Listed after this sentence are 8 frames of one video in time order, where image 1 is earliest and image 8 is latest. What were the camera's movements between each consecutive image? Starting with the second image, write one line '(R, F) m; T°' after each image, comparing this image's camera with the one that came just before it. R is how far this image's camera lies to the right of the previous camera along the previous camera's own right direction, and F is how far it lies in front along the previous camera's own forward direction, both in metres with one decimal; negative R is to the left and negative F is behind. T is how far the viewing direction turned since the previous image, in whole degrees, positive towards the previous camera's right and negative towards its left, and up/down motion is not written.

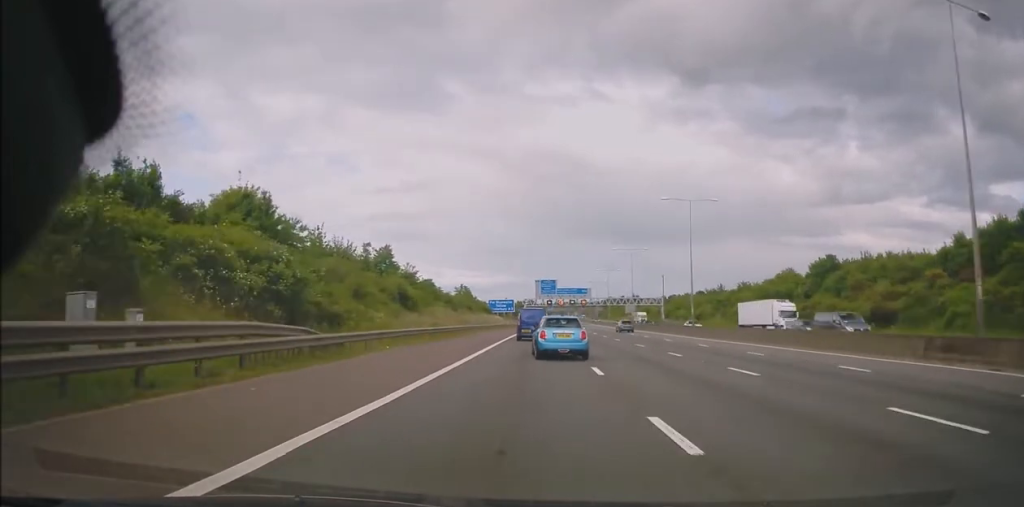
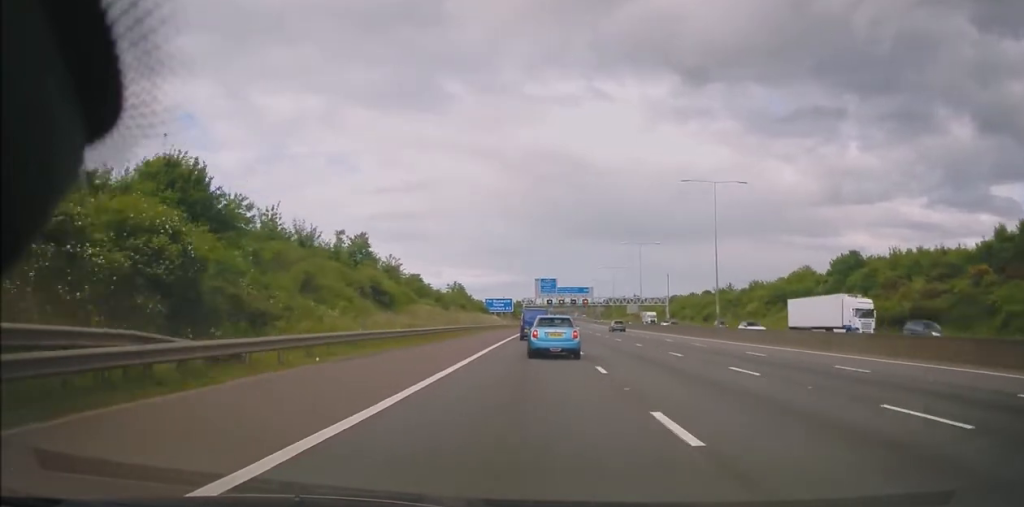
(+0.1, +8.3) m; 0°
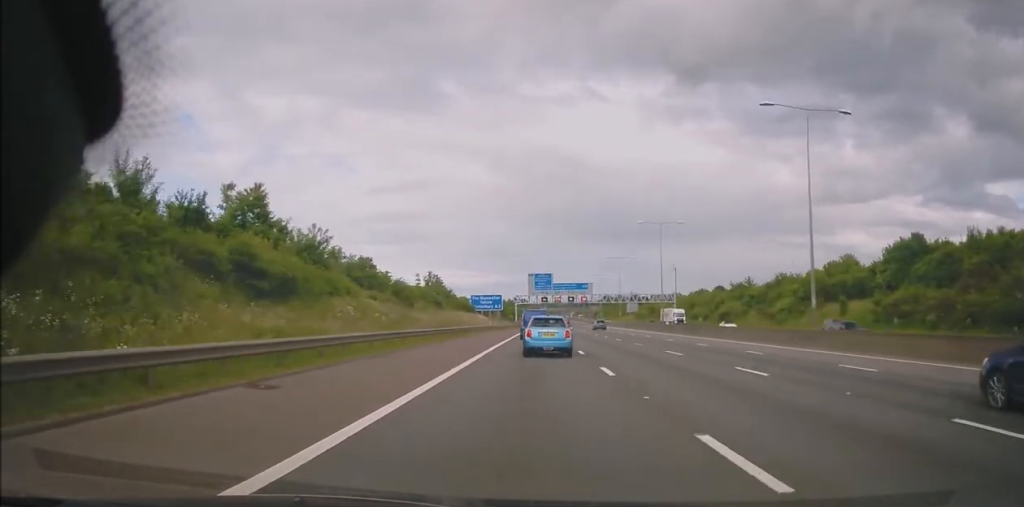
(-0.3, +18.9) m; 0°
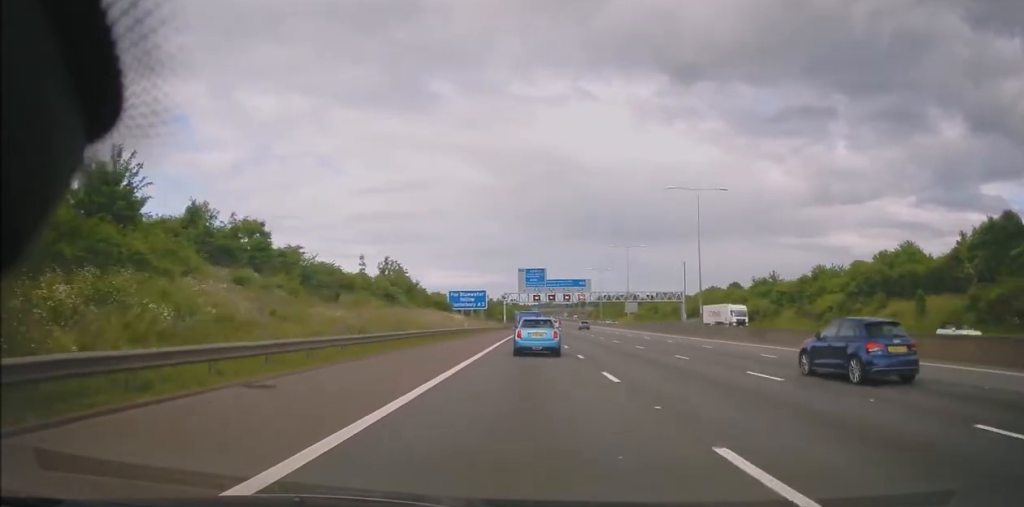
(+0.2, +19.9) m; +2°
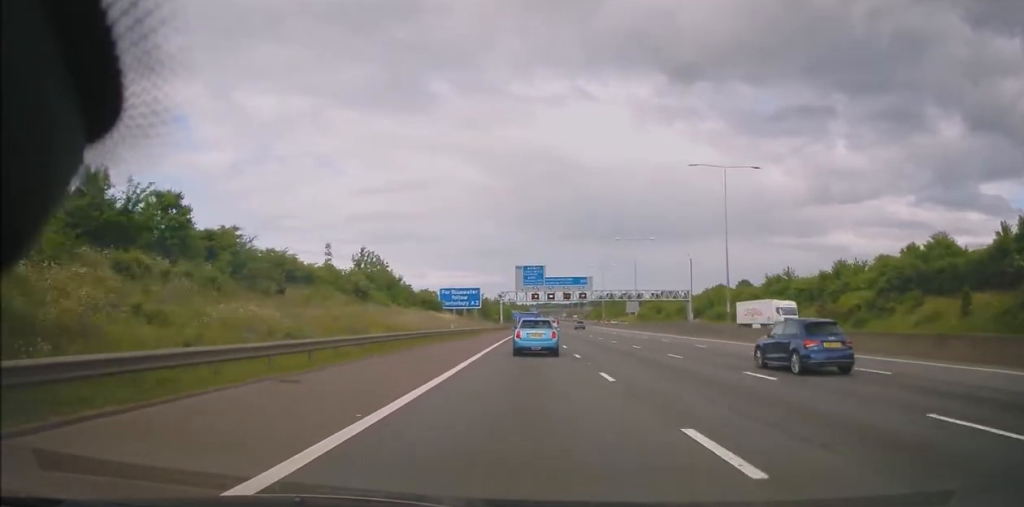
(+0.1, +8.1) m; 0°
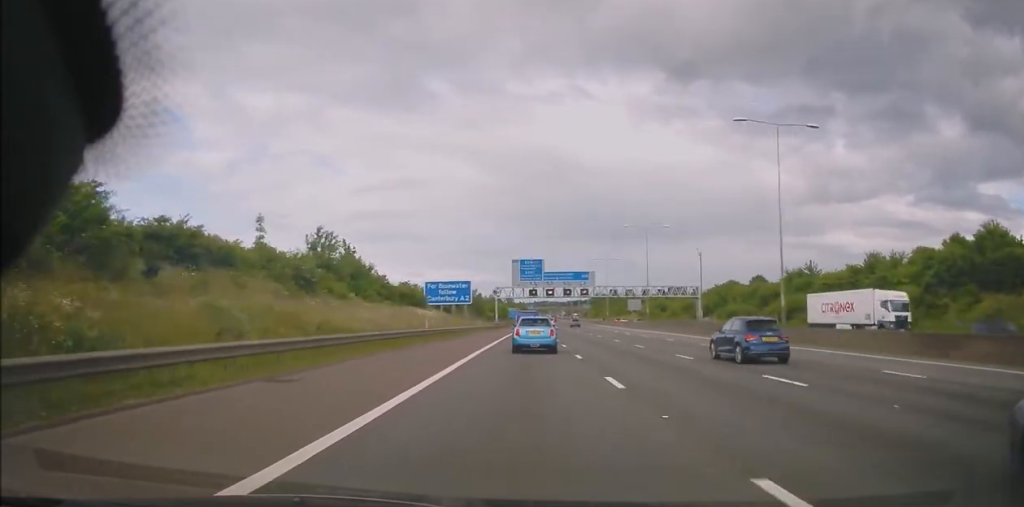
(+0.1, +10.6) m; 0°
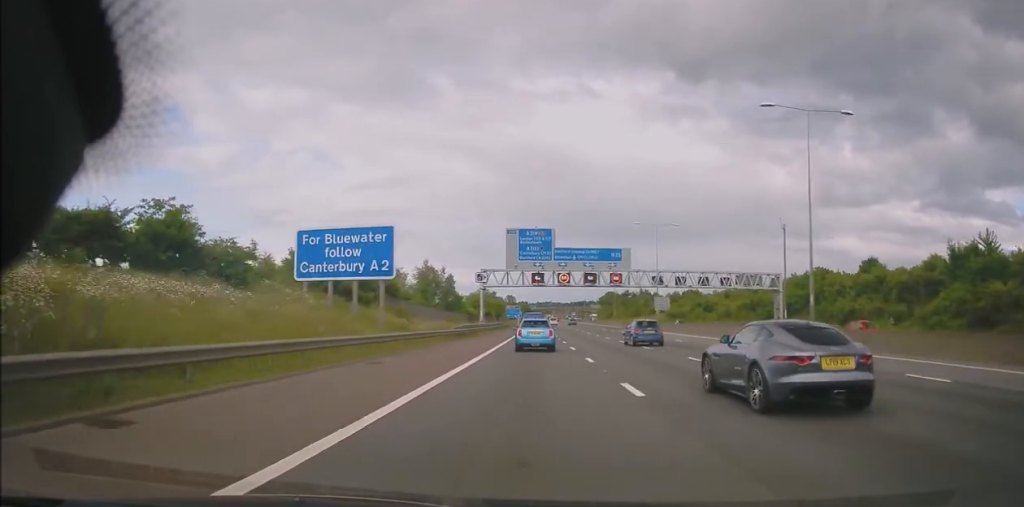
(-0.4, +45.8) m; 0°
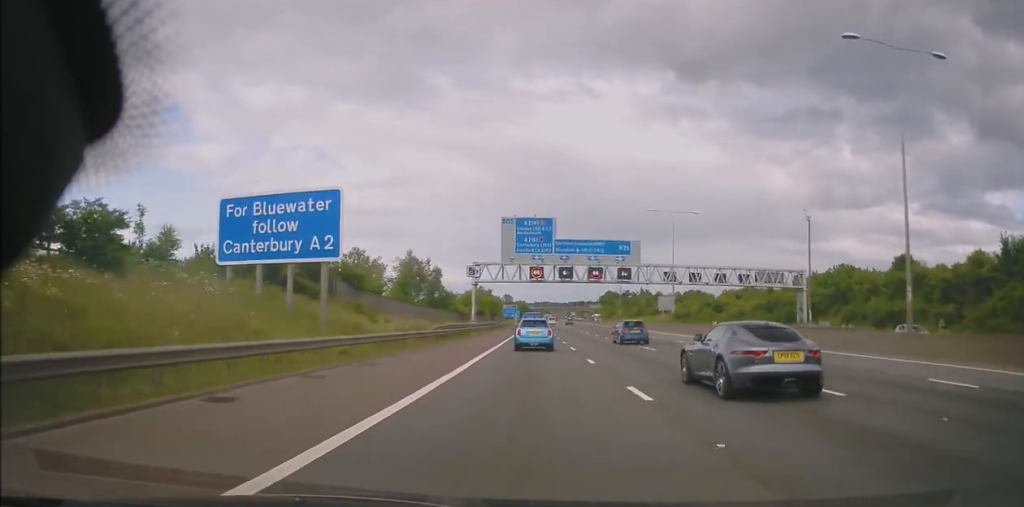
(+0.1, +9.5) m; 0°
